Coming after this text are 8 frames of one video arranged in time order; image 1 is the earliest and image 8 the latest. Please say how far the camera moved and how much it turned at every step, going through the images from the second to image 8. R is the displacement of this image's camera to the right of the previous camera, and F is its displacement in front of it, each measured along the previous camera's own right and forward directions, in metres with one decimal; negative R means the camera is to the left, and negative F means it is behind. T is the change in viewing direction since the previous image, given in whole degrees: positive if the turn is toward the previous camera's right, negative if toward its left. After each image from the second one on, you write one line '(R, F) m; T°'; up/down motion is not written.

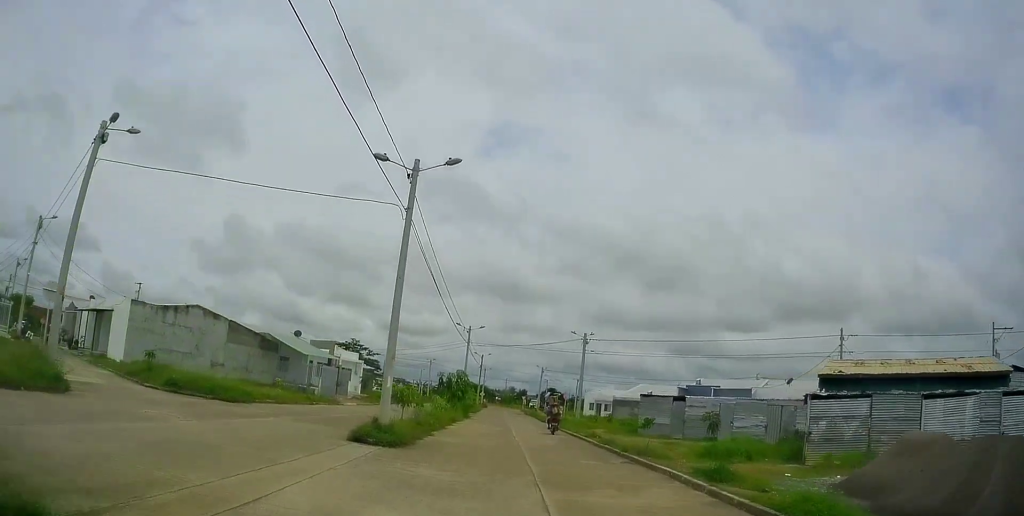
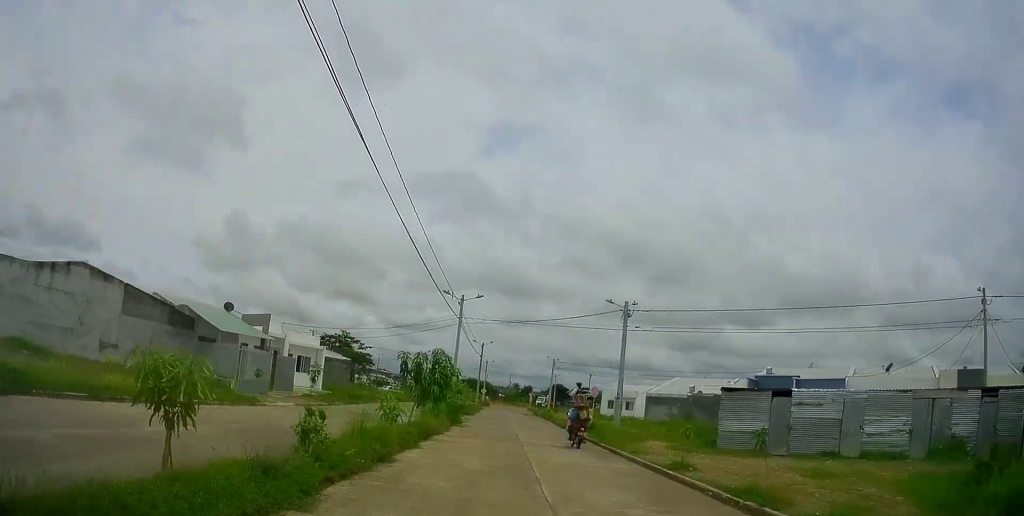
(-0.6, +13.2) m; -2°
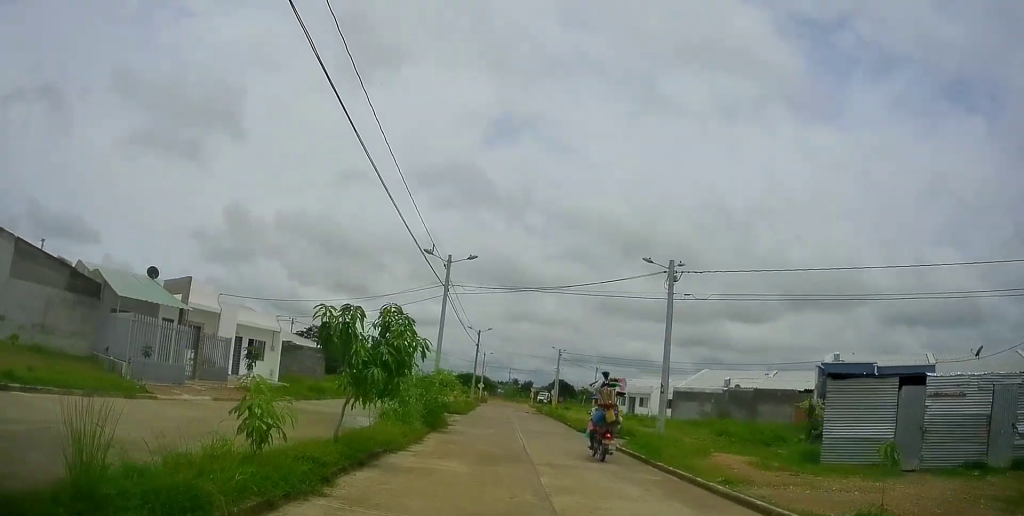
(+0.2, +8.1) m; 0°
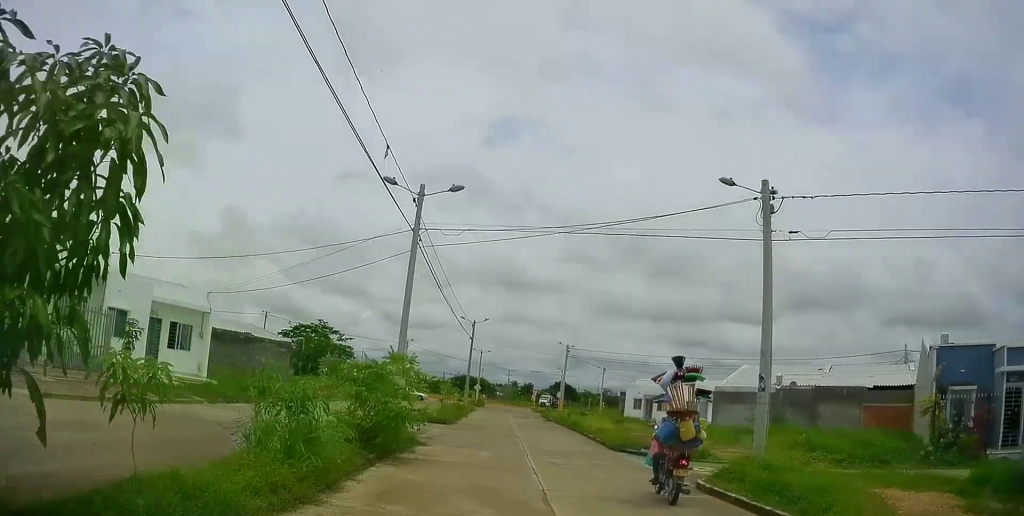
(0.0, +8.4) m; 0°
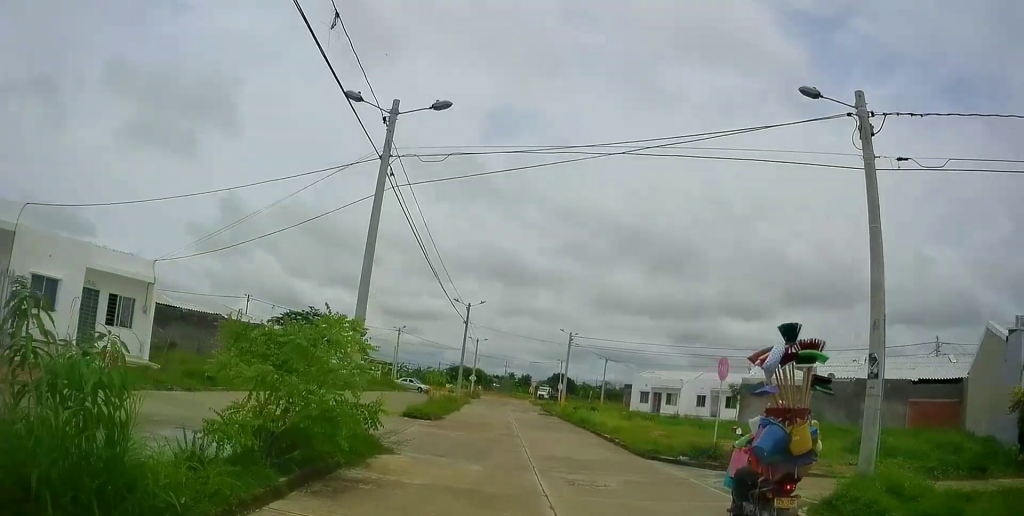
(-0.2, +4.2) m; 0°
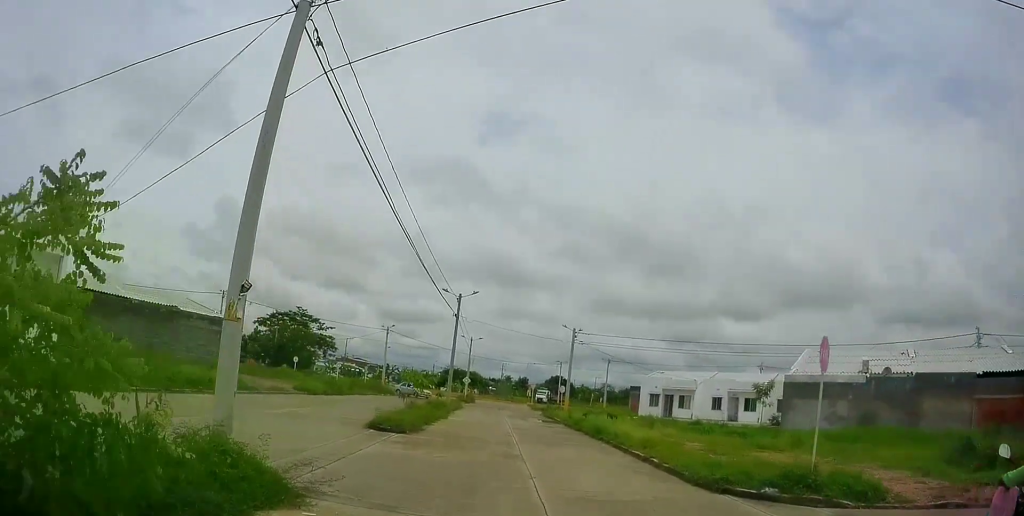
(+0.2, +5.1) m; +1°
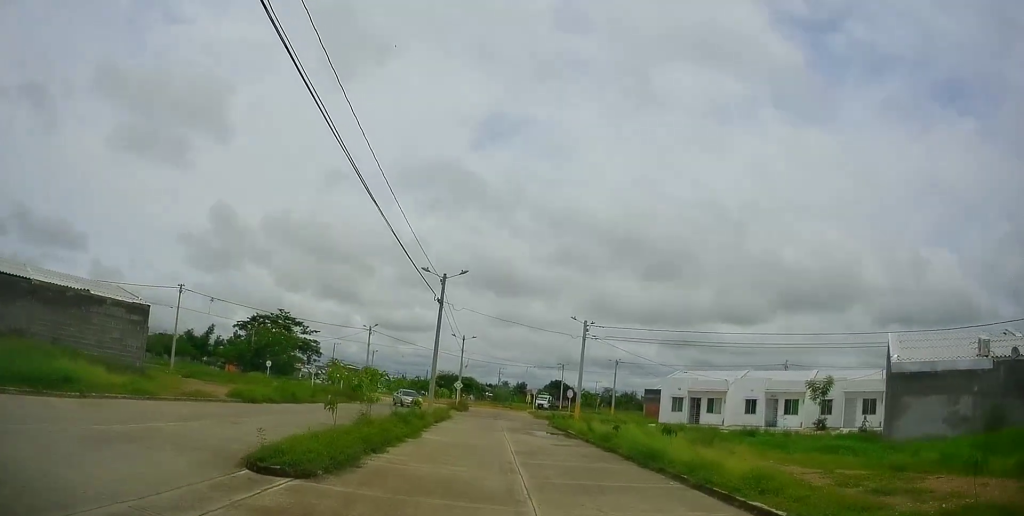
(+0.2, +7.9) m; +2°
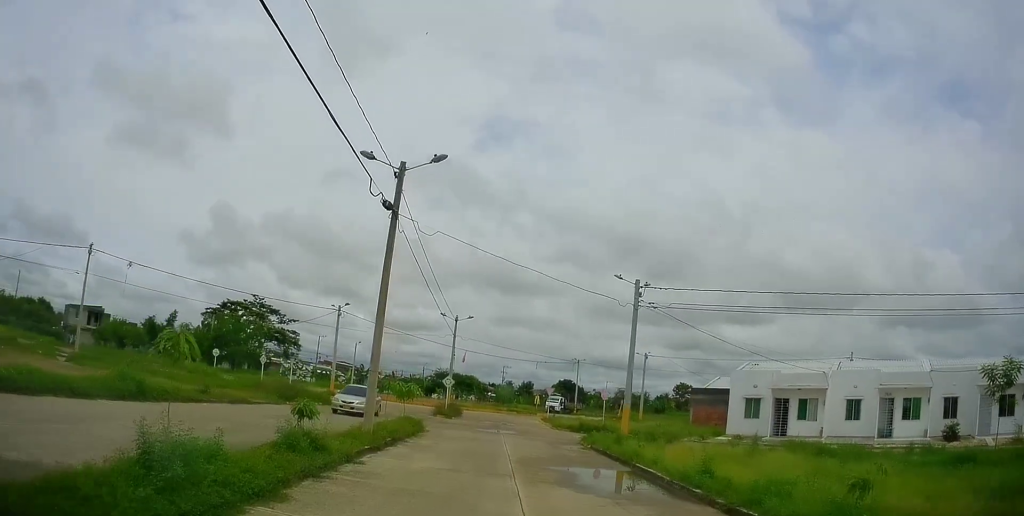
(0.0, +14.0) m; -2°
